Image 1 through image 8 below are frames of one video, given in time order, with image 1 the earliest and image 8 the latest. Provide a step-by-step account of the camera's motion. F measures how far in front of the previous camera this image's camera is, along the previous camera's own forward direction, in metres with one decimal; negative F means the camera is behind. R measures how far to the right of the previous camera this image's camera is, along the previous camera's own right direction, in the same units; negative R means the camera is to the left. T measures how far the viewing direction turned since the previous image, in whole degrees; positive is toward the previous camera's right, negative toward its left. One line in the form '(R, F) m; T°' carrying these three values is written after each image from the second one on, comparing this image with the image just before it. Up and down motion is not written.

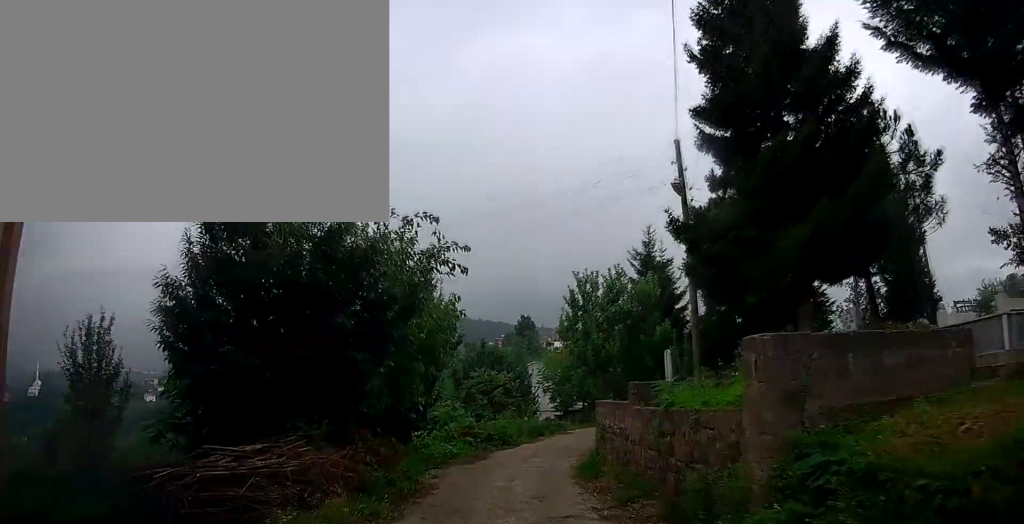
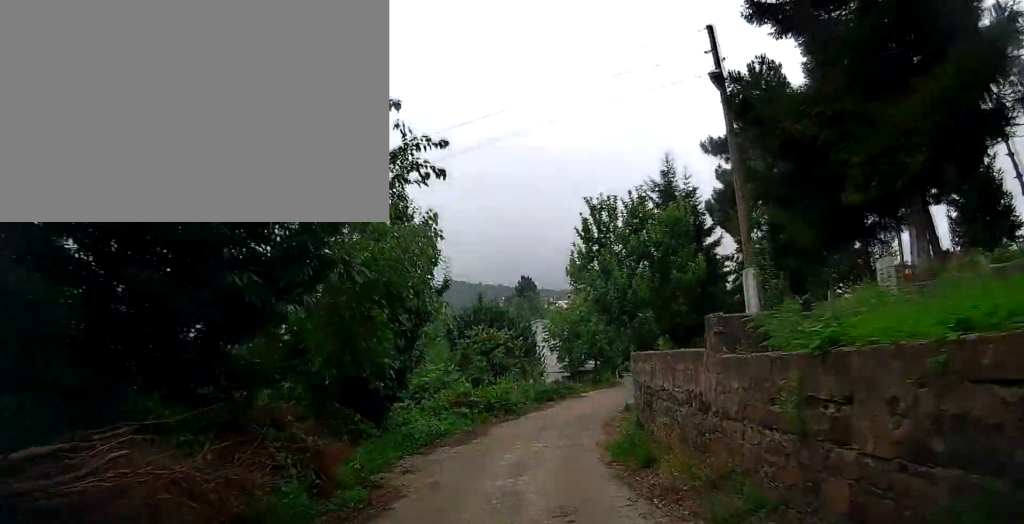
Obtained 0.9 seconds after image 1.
(+0.1, +3.9) m; 0°
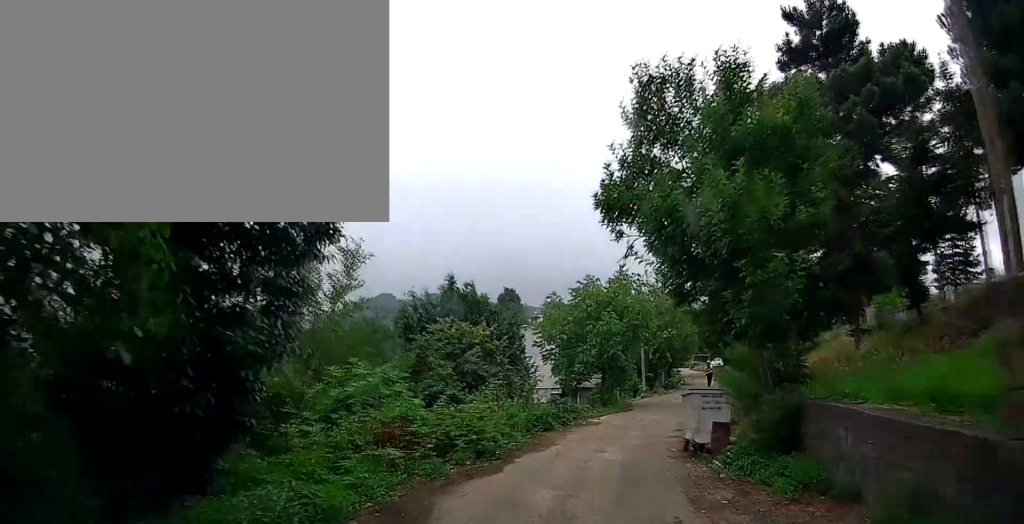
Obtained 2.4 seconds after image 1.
(0.0, +7.5) m; +3°
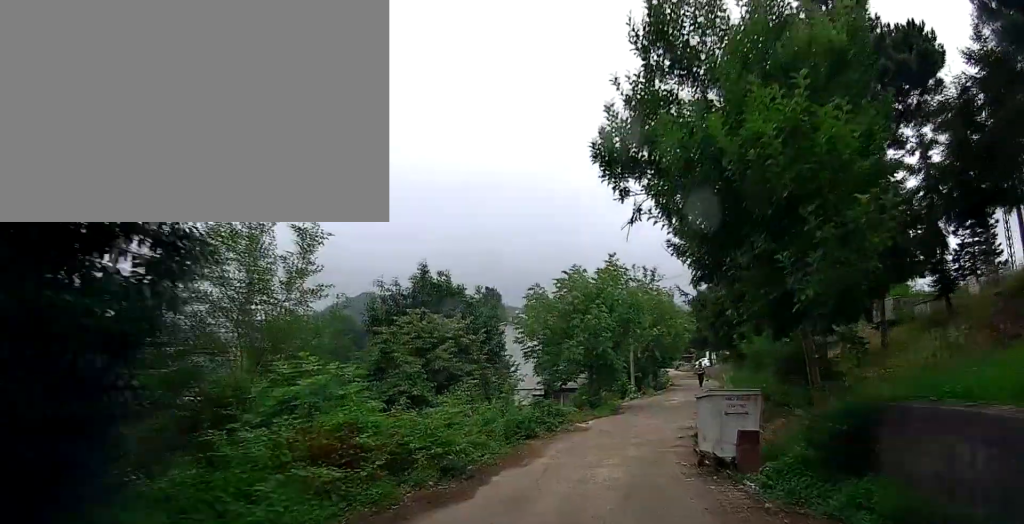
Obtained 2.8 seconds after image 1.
(+0.1, +2.0) m; +2°
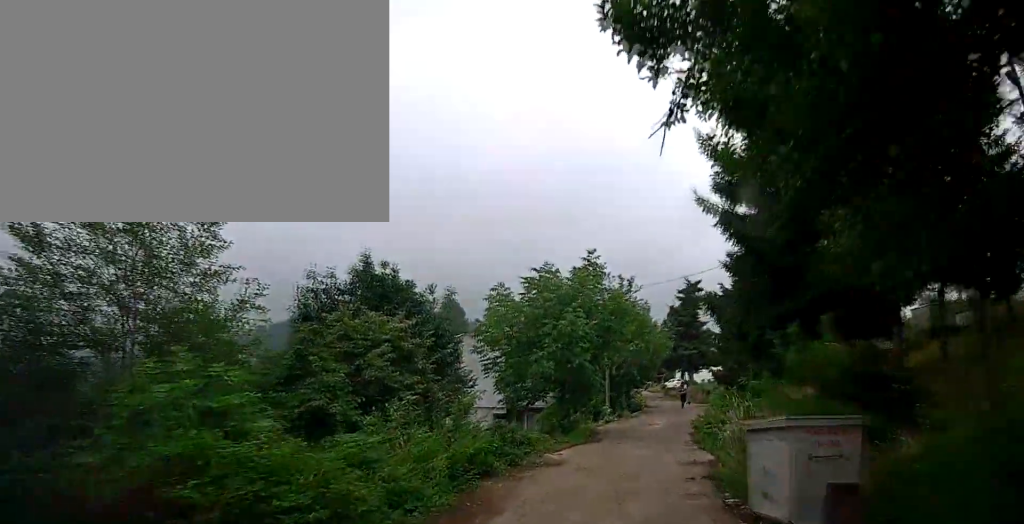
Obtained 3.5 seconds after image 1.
(+0.1, +3.4) m; +4°
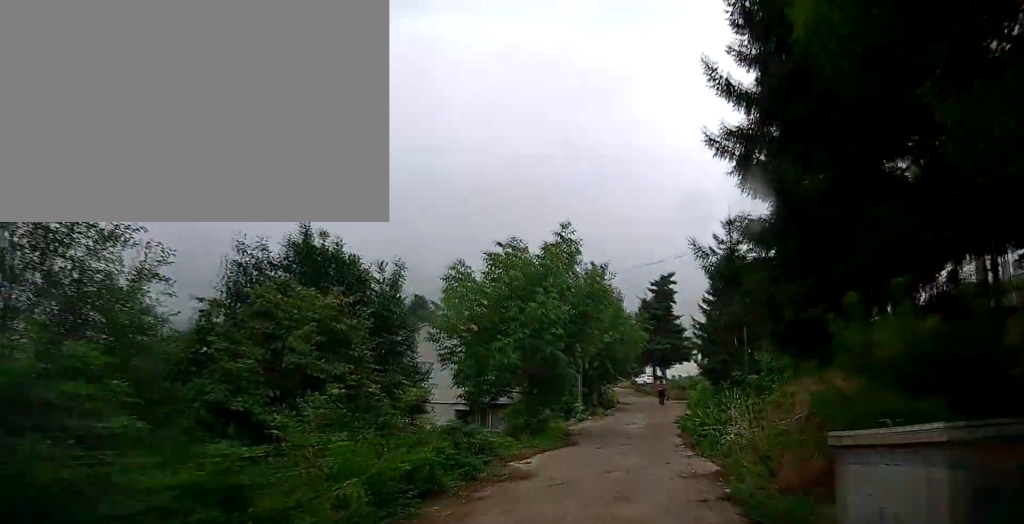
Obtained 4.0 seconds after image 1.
(0.0, +2.4) m; +3°
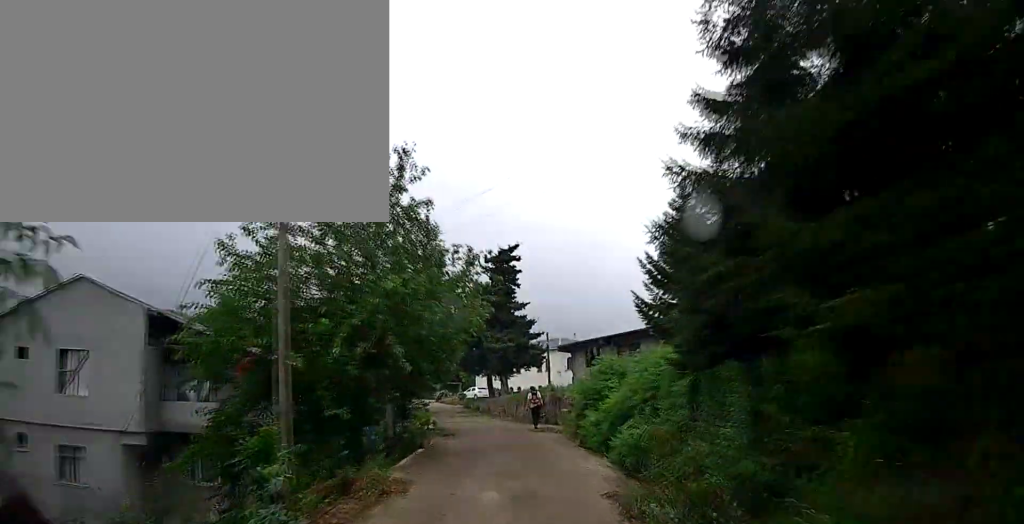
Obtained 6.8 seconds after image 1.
(+2.3, +15.9) m; +15°
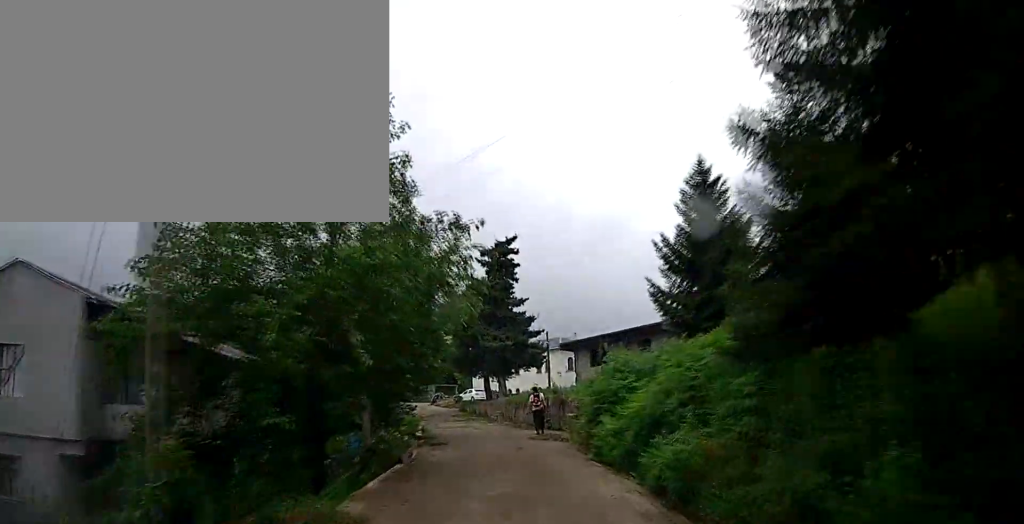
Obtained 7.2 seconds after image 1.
(+0.1, +2.7) m; +2°
